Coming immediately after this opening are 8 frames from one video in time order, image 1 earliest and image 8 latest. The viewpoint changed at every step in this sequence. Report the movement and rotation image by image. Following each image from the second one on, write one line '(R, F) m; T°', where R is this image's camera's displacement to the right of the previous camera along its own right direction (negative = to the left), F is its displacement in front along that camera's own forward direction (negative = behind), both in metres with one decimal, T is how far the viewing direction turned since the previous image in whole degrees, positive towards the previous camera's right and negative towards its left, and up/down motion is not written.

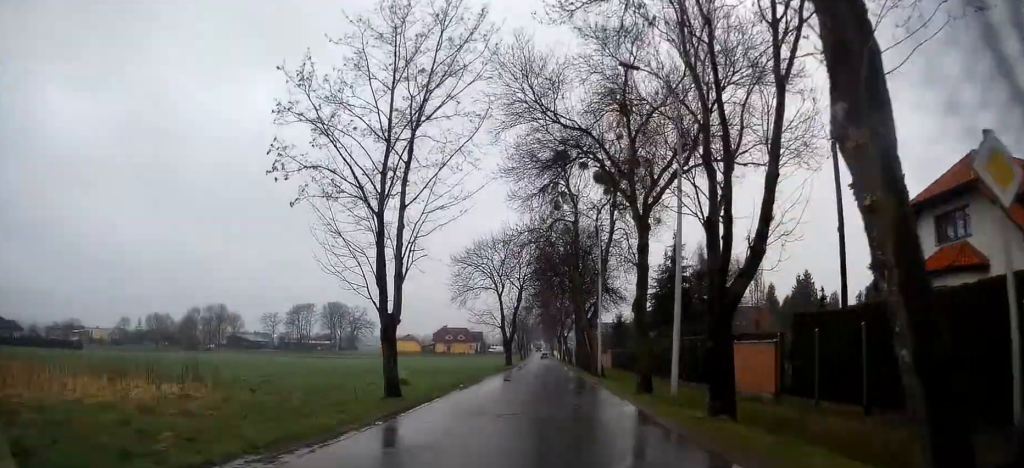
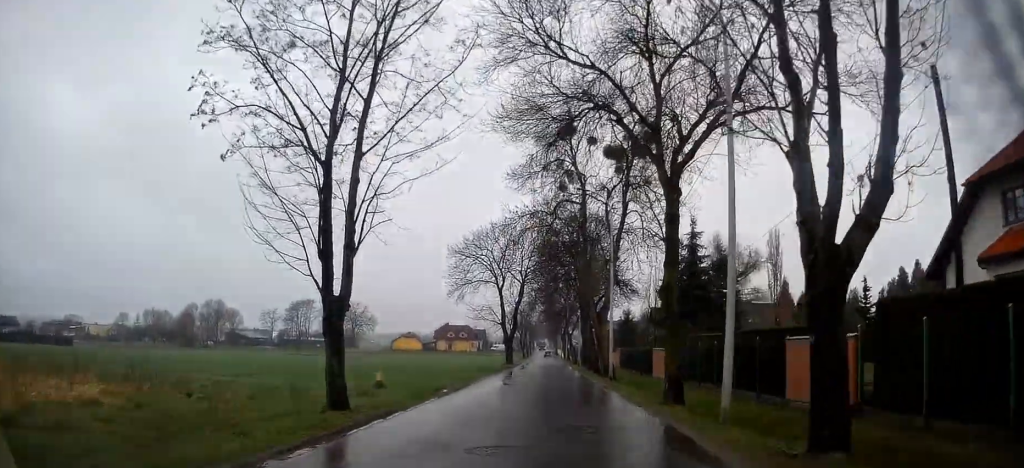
(-0.1, +4.4) m; -1°
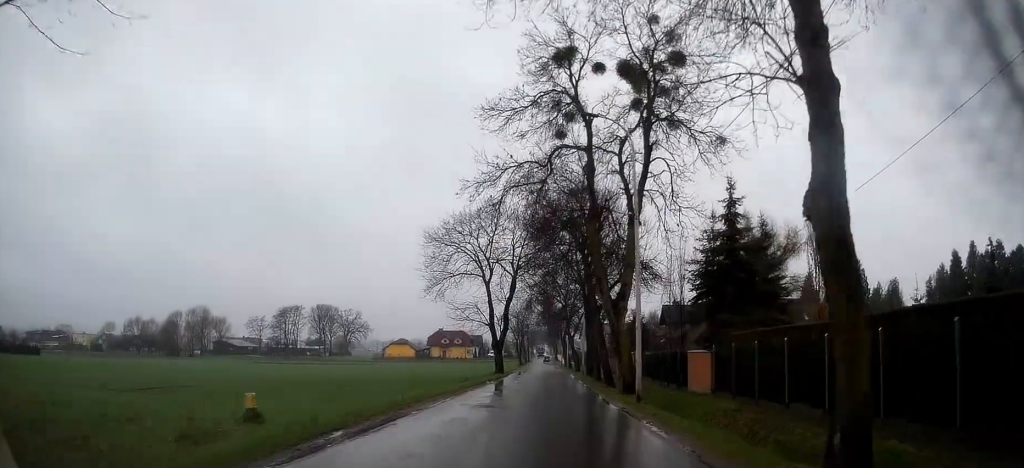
(0.0, +10.2) m; 0°
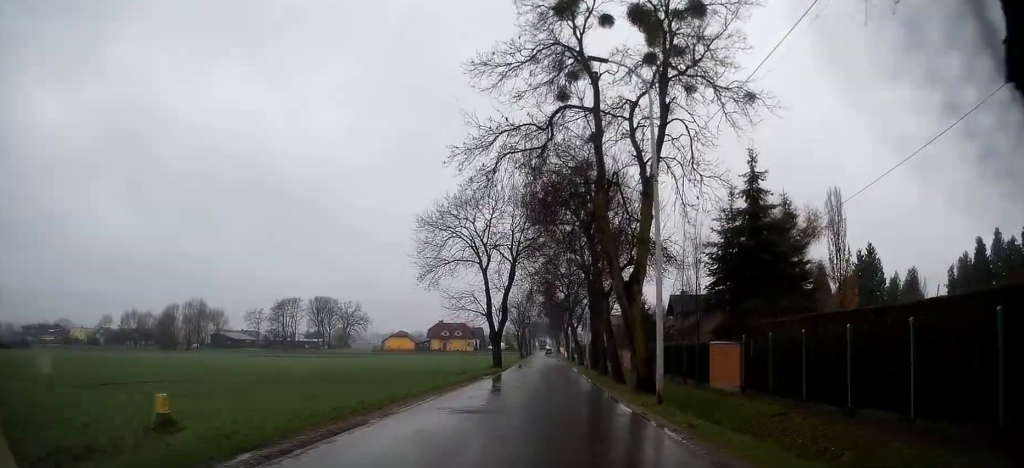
(0.0, +3.6) m; -1°
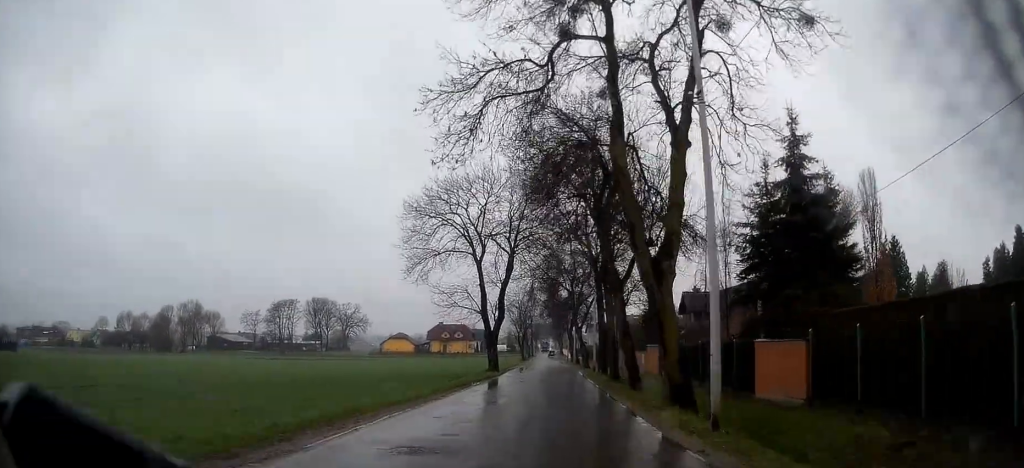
(-0.1, +5.3) m; -1°
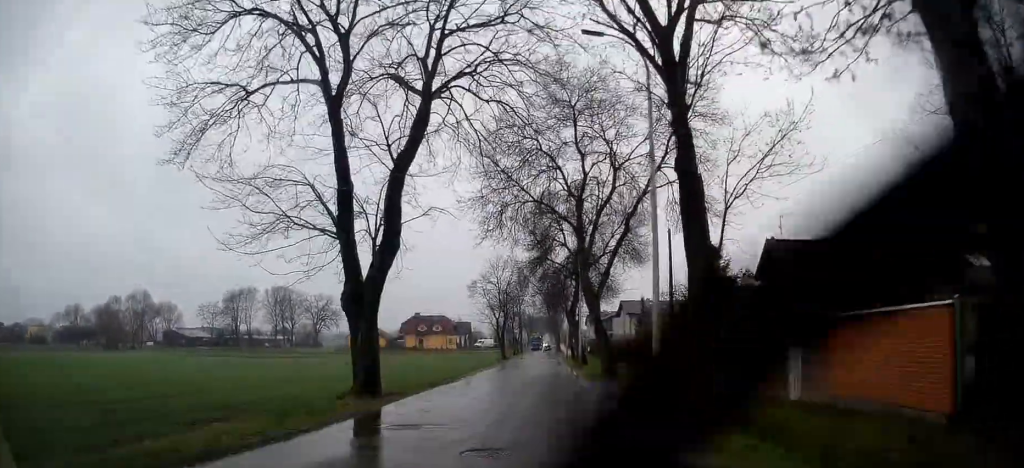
(-0.1, +27.4) m; 0°
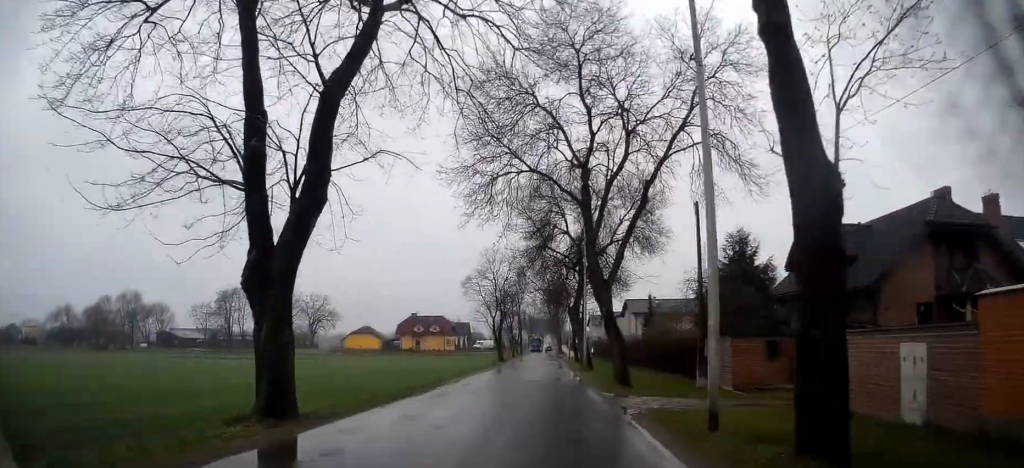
(0.0, +5.3) m; 0°
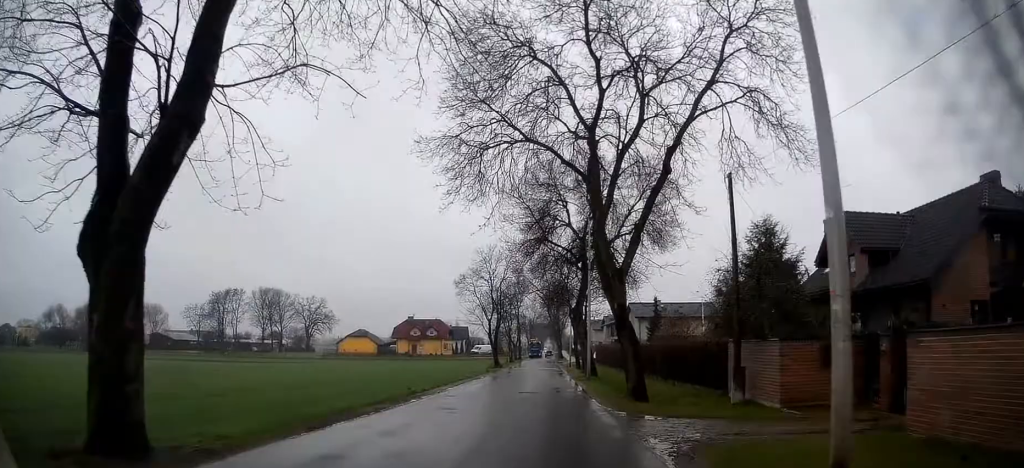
(0.0, +4.4) m; 0°
